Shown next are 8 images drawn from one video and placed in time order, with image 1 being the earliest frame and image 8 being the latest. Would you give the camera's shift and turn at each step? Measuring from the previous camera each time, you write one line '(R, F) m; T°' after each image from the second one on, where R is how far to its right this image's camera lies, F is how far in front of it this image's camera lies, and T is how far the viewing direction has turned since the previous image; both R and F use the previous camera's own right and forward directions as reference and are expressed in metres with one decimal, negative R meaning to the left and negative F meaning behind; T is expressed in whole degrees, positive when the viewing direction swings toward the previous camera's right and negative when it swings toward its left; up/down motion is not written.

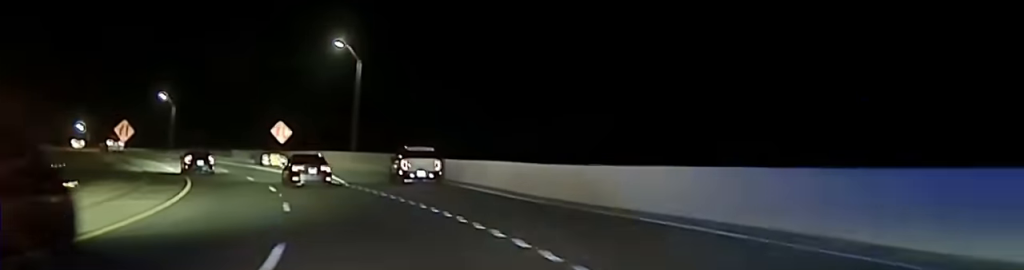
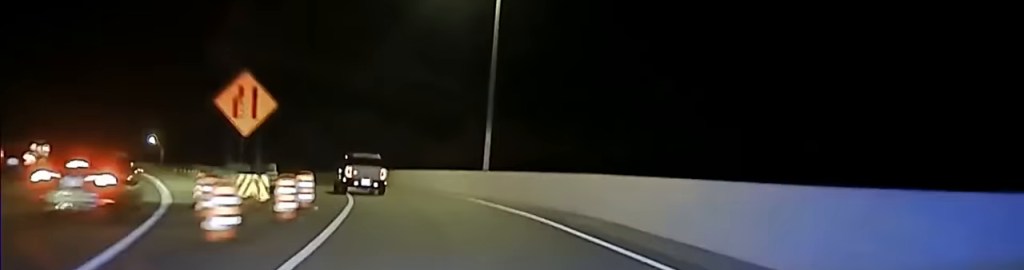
(-4.9, +48.2) m; -12°
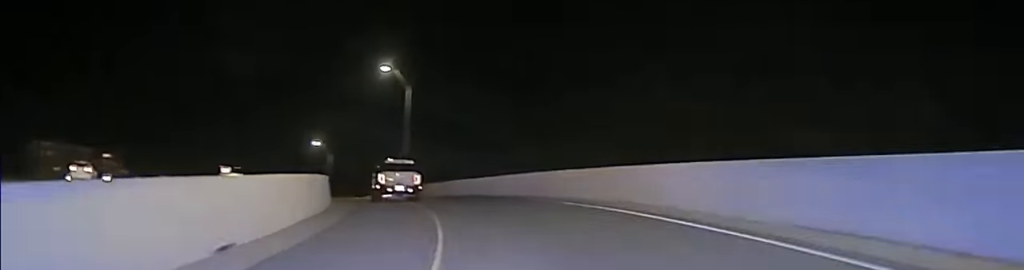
(-3.6, +37.9) m; -11°
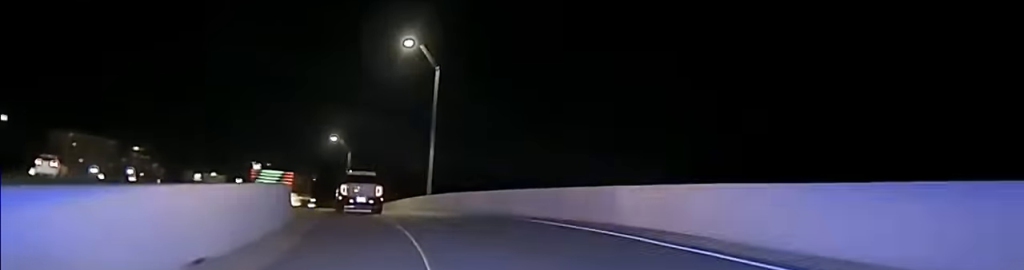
(-1.0, +18.2) m; -4°
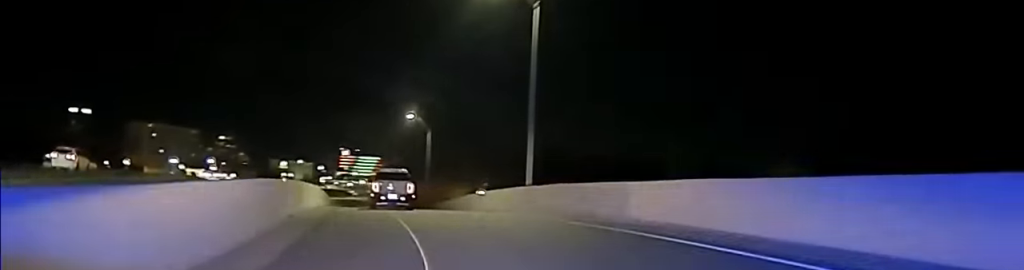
(-0.8, +18.4) m; -3°
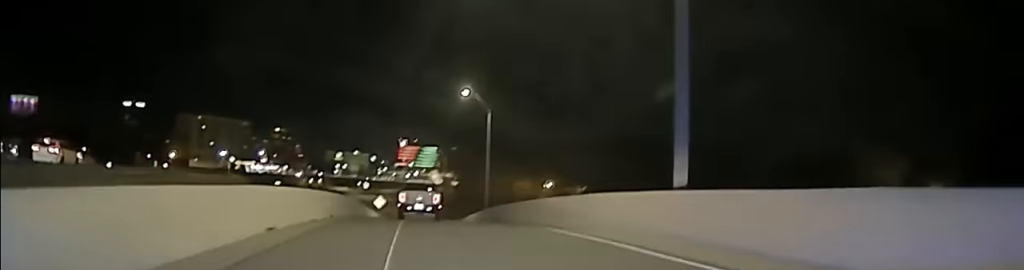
(-0.6, +21.1) m; -2°
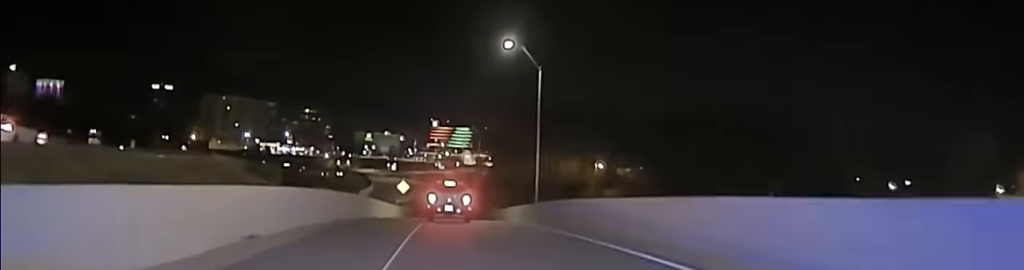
(-0.3, +20.0) m; -1°
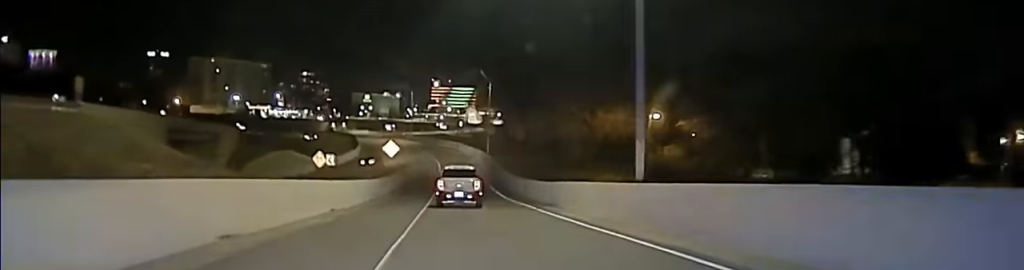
(0.0, +32.4) m; 0°
